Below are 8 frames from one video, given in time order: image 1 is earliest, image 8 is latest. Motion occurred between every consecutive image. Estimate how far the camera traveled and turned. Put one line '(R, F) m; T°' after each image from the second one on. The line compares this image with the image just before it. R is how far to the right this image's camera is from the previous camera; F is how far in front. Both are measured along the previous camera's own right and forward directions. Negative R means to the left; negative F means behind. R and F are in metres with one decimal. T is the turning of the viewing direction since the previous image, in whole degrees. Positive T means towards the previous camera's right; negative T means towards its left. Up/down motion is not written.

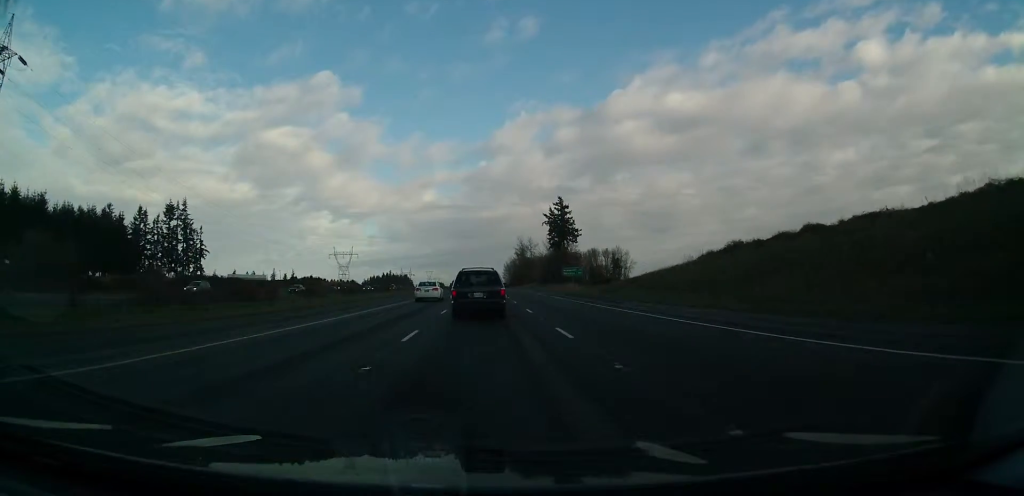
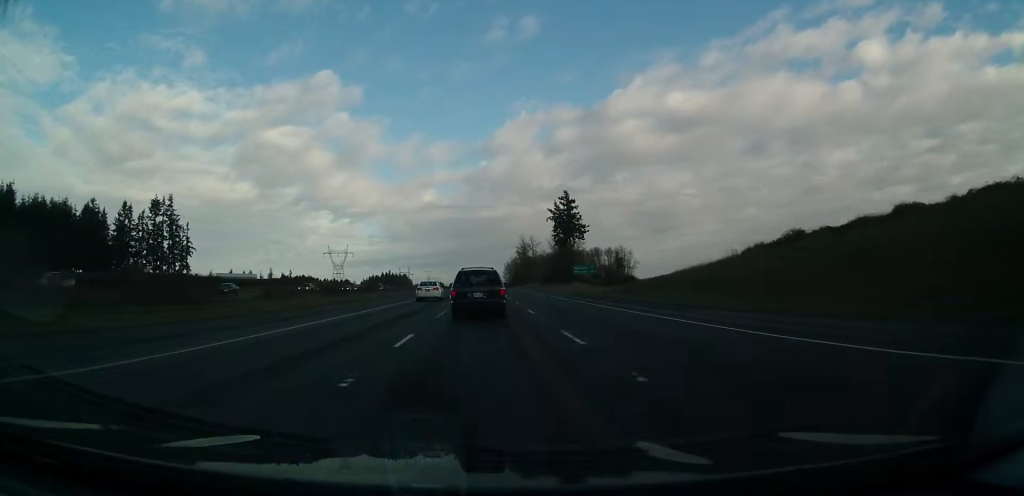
(0.0, +12.9) m; 0°
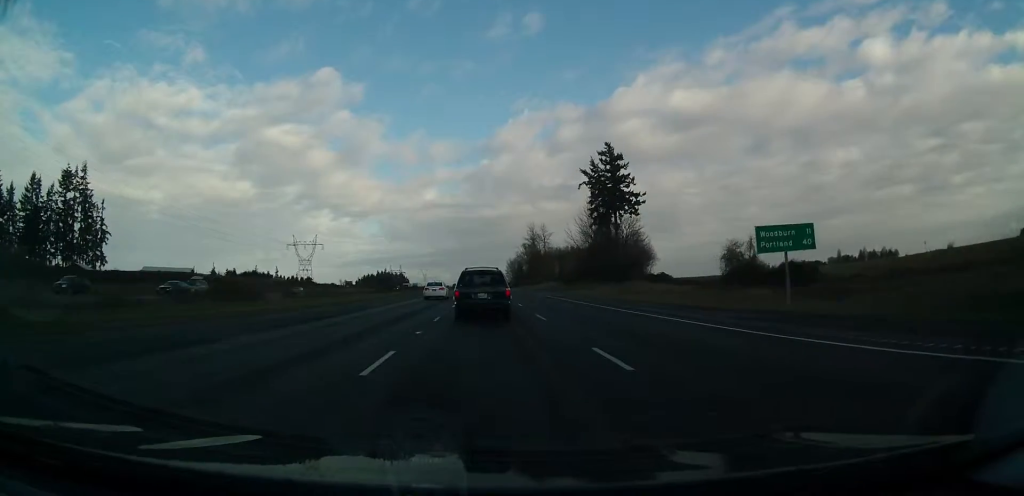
(-0.2, +60.6) m; 0°
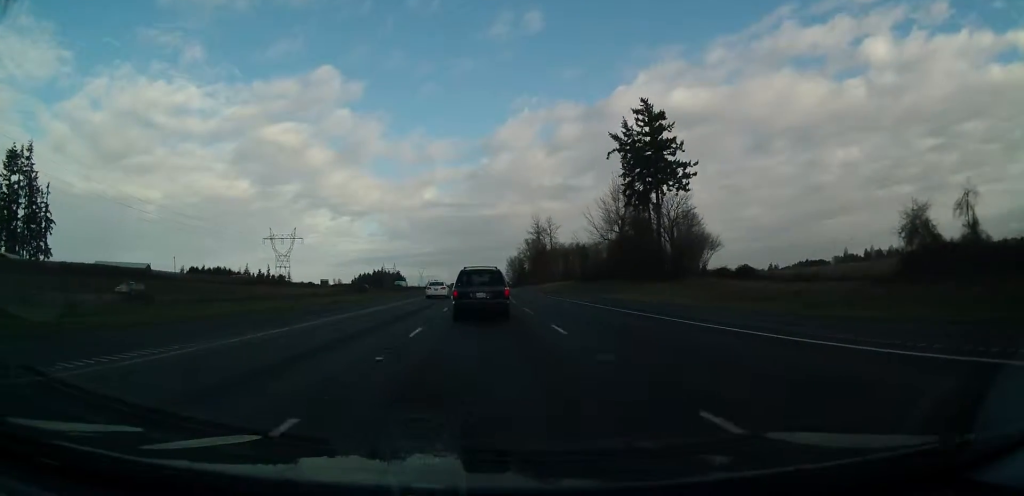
(+0.1, +27.2) m; 0°
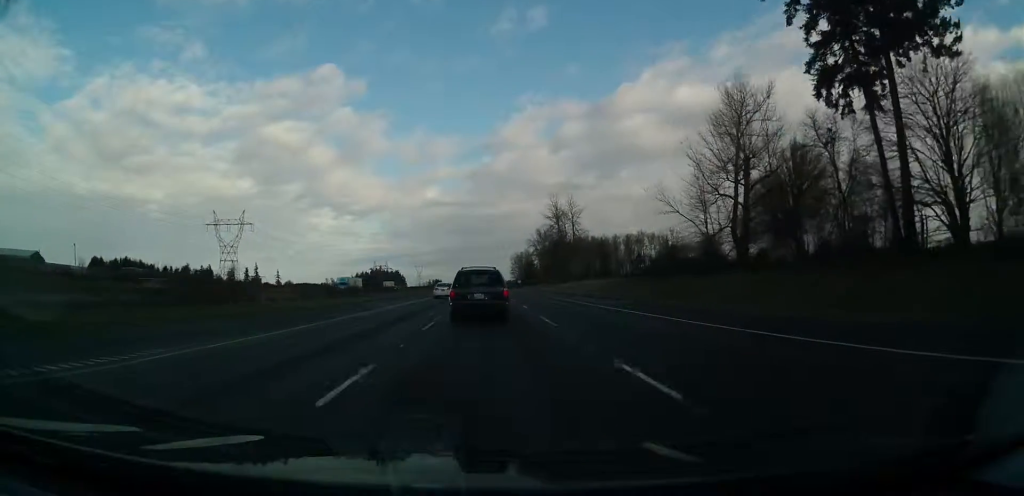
(-0.1, +56.3) m; 0°
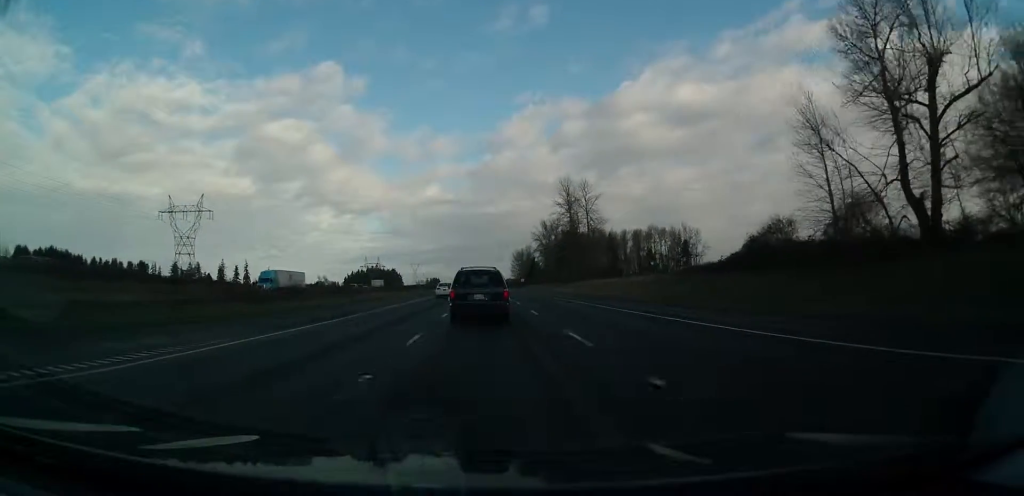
(-0.1, +29.0) m; 0°
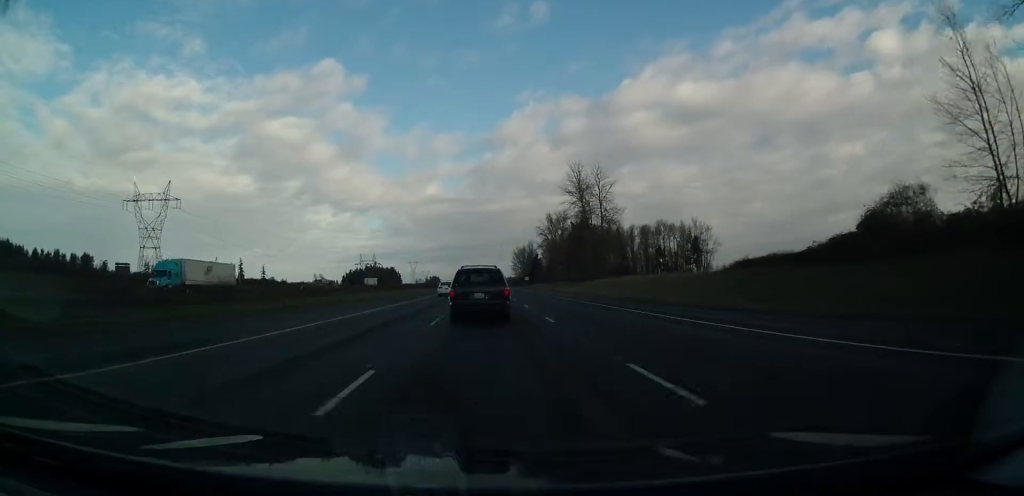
(-0.1, +17.1) m; +3°
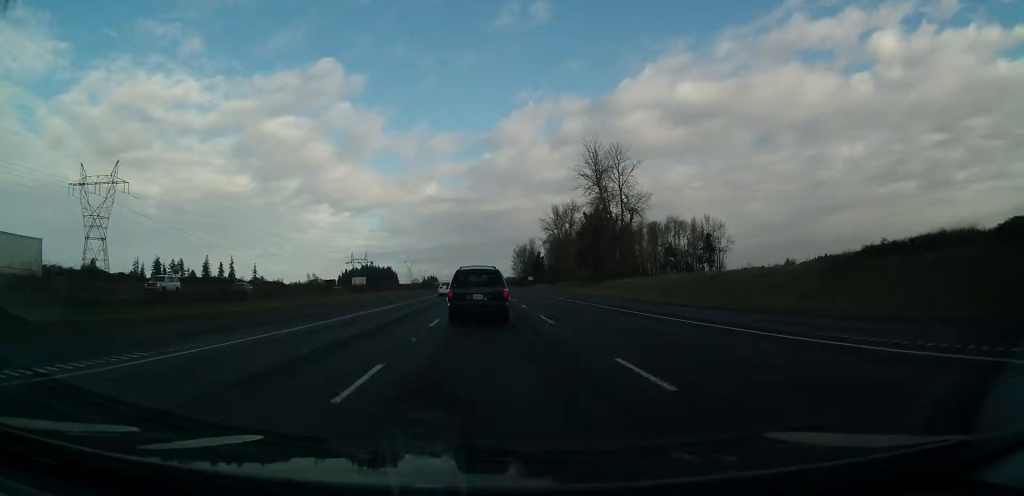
(+0.6, +20.7) m; +3°
